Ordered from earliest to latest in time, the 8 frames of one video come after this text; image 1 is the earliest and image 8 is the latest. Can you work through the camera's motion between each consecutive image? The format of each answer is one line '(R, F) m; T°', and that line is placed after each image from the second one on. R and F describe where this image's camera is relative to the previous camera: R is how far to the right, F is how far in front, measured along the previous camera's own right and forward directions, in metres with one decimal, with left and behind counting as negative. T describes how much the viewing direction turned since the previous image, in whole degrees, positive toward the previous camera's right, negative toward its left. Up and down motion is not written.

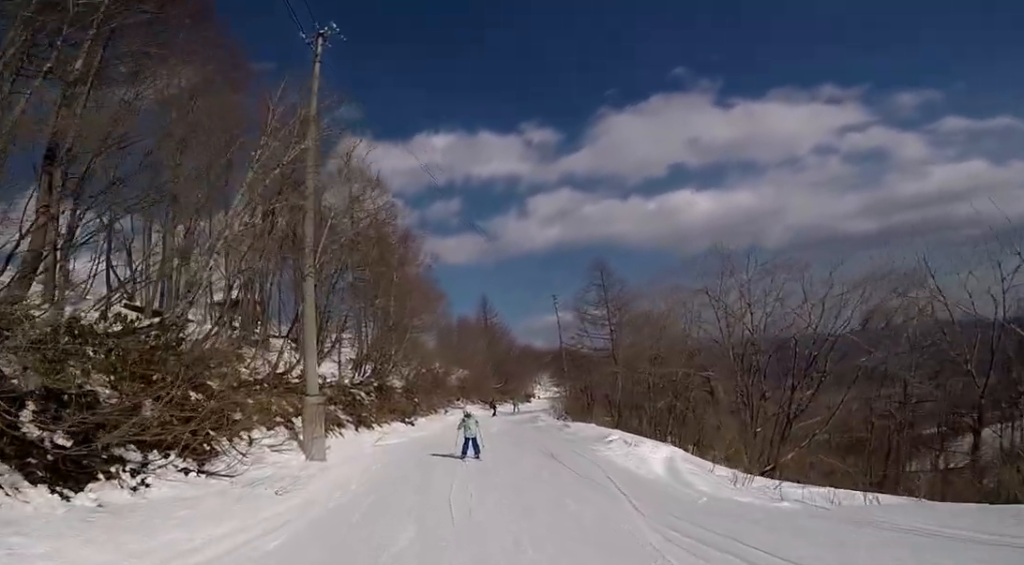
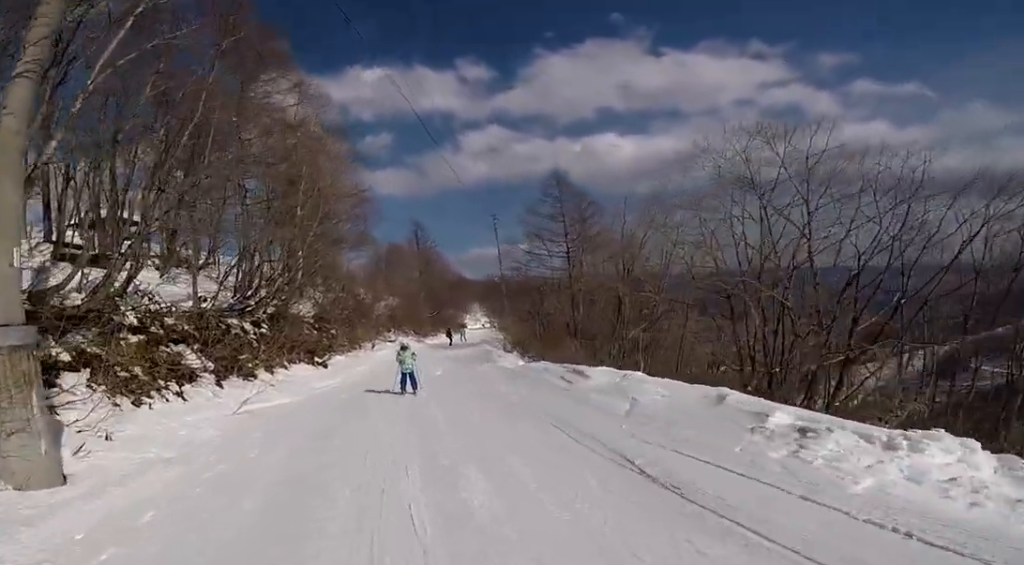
(+0.6, +6.8) m; +14°
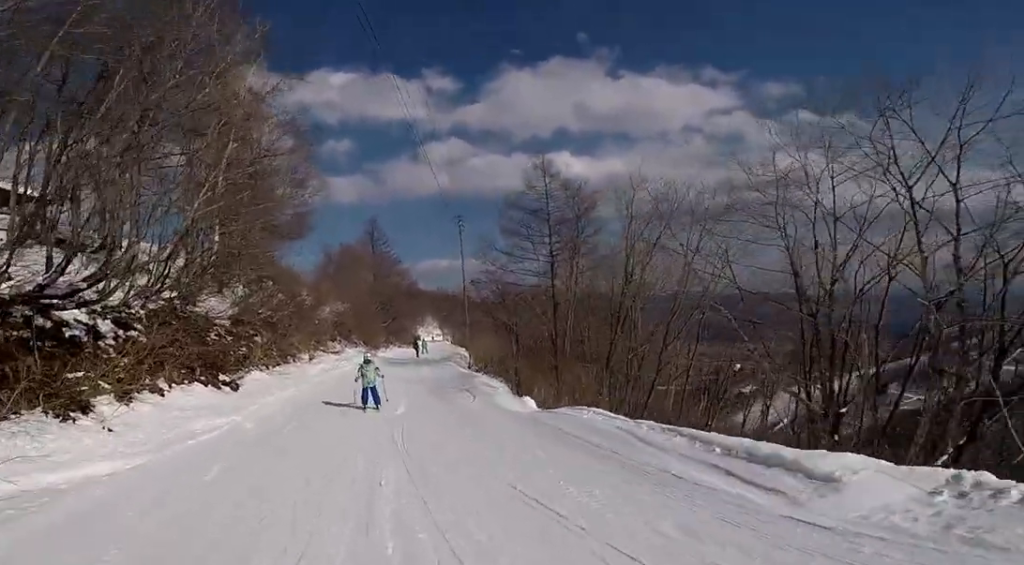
(+0.3, +5.8) m; +3°
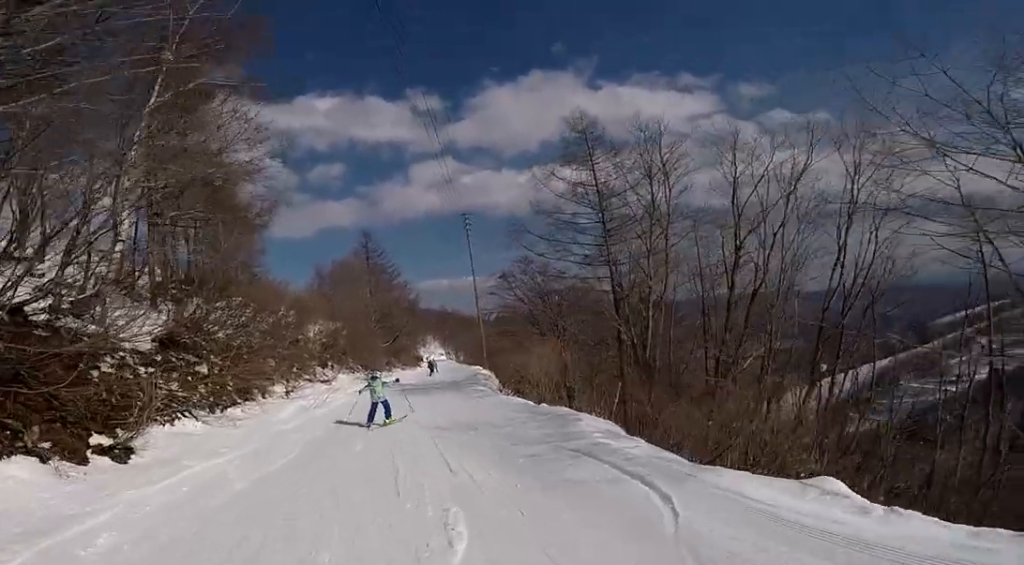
(0.0, +7.1) m; -7°
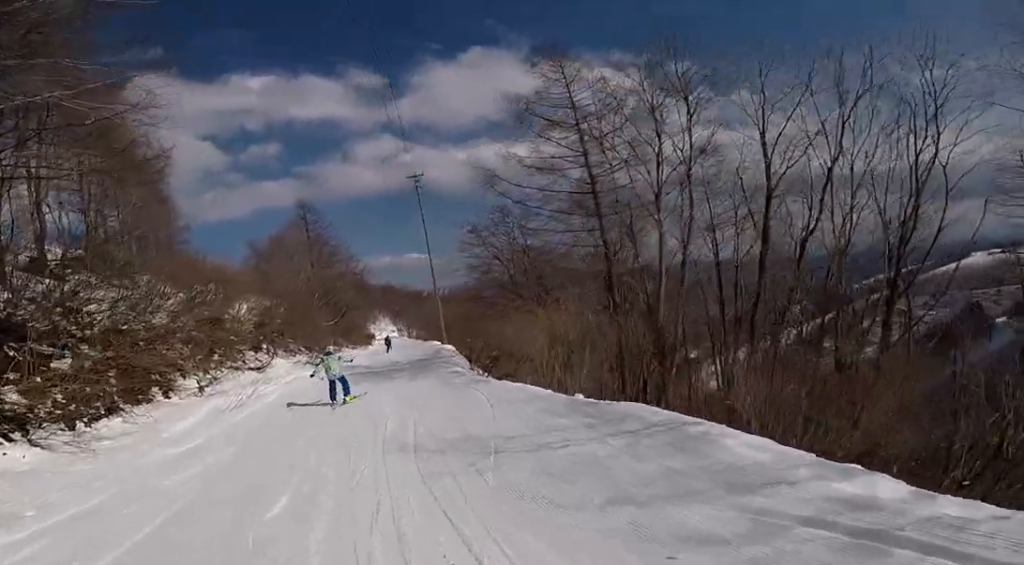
(-0.2, +3.8) m; -9°
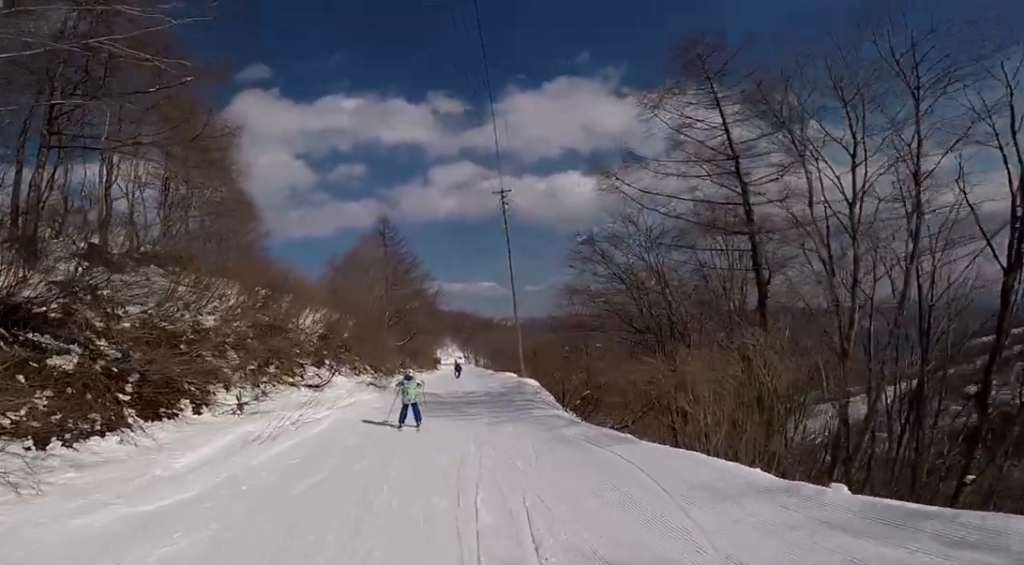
(-0.8, +2.9) m; -1°
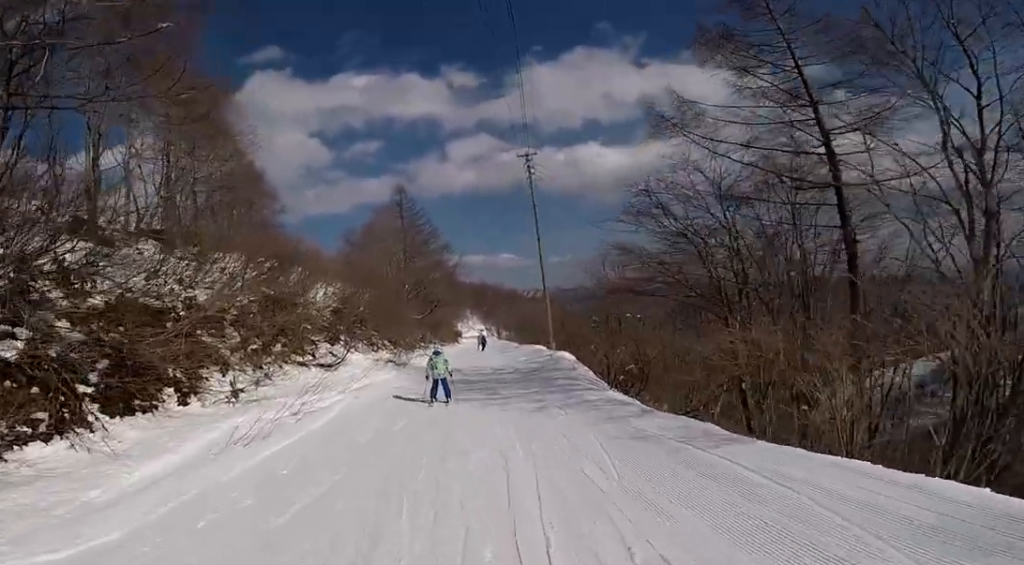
(+0.3, +1.7) m; +10°
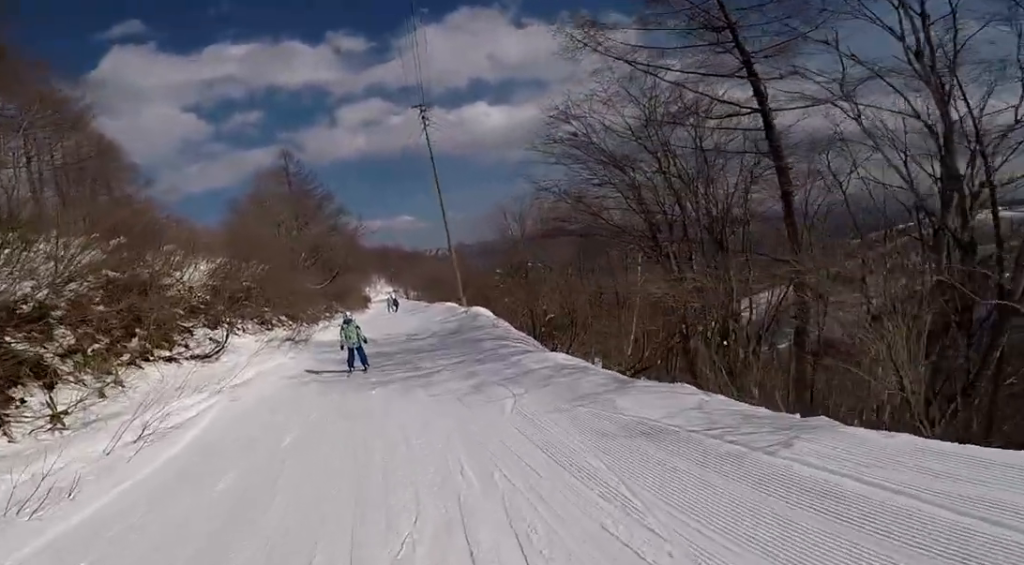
(+0.2, +2.1) m; +17°
